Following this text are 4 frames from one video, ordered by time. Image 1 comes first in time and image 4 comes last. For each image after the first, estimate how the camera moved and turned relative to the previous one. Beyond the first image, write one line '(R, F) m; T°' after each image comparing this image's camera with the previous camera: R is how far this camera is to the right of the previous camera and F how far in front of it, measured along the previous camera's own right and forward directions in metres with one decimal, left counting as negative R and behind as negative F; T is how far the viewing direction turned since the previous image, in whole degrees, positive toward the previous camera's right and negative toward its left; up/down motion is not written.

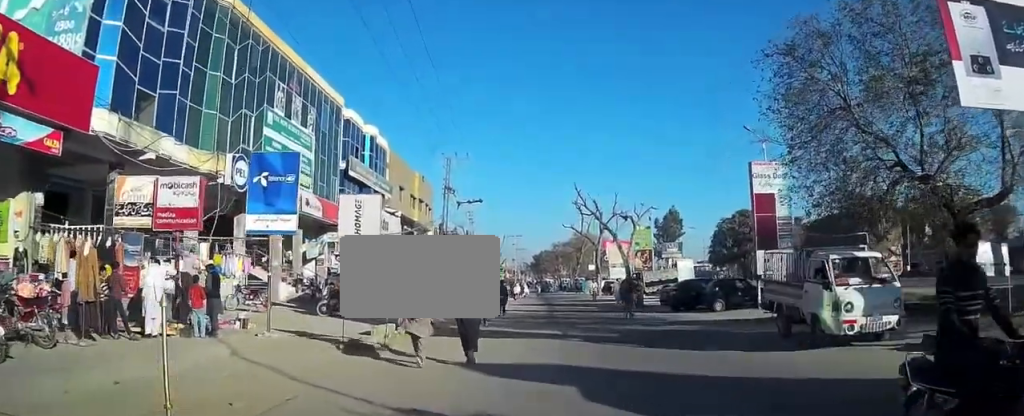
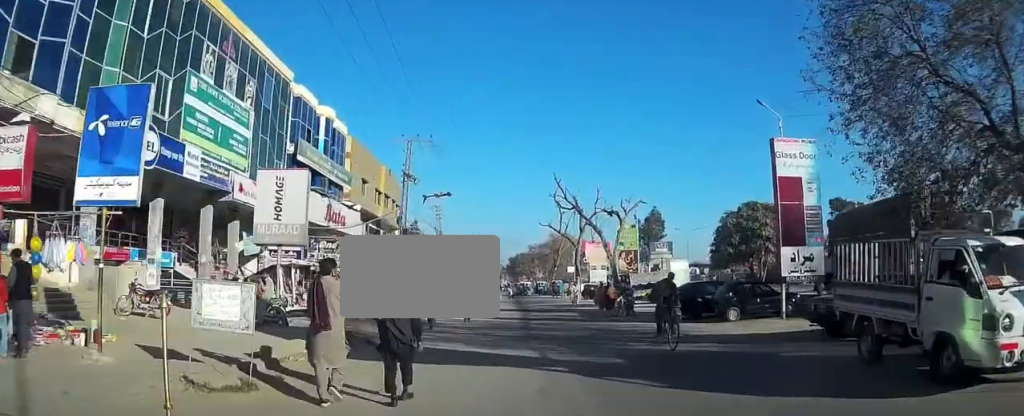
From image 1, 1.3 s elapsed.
(+0.2, +4.5) m; +5°
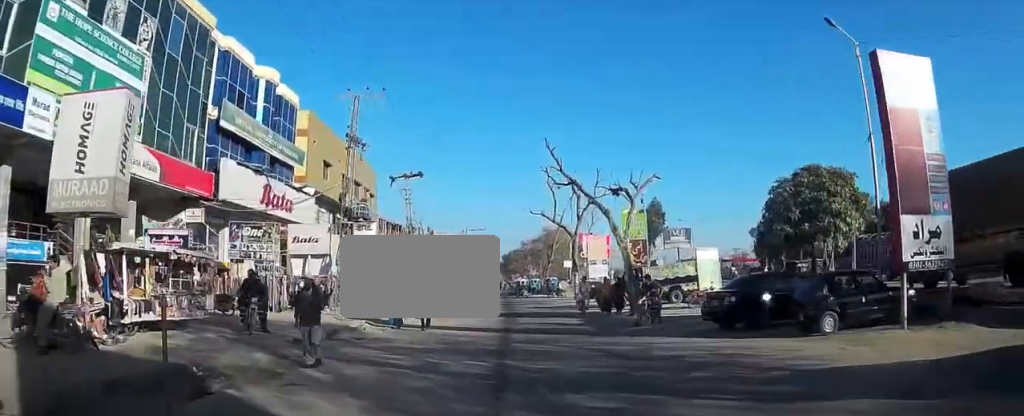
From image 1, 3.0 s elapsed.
(+0.1, +7.6) m; -1°
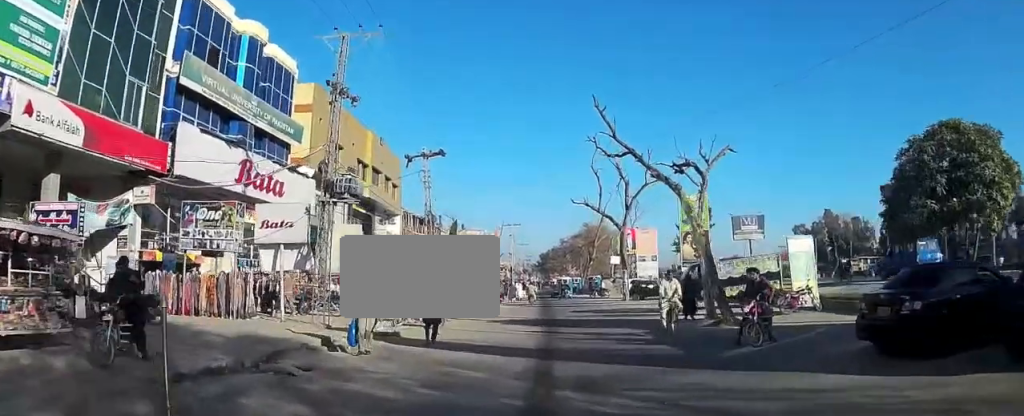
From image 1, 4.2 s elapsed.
(0.0, +6.6) m; -1°
